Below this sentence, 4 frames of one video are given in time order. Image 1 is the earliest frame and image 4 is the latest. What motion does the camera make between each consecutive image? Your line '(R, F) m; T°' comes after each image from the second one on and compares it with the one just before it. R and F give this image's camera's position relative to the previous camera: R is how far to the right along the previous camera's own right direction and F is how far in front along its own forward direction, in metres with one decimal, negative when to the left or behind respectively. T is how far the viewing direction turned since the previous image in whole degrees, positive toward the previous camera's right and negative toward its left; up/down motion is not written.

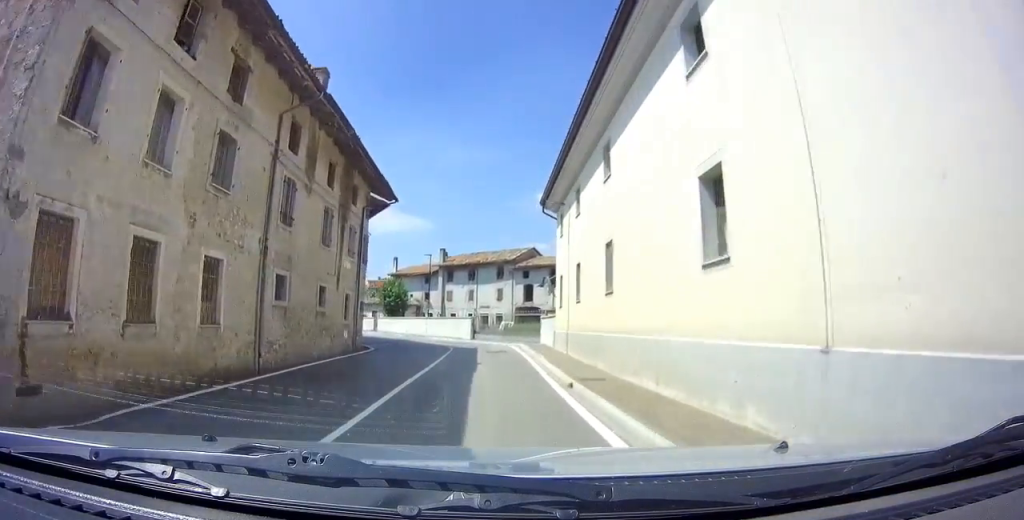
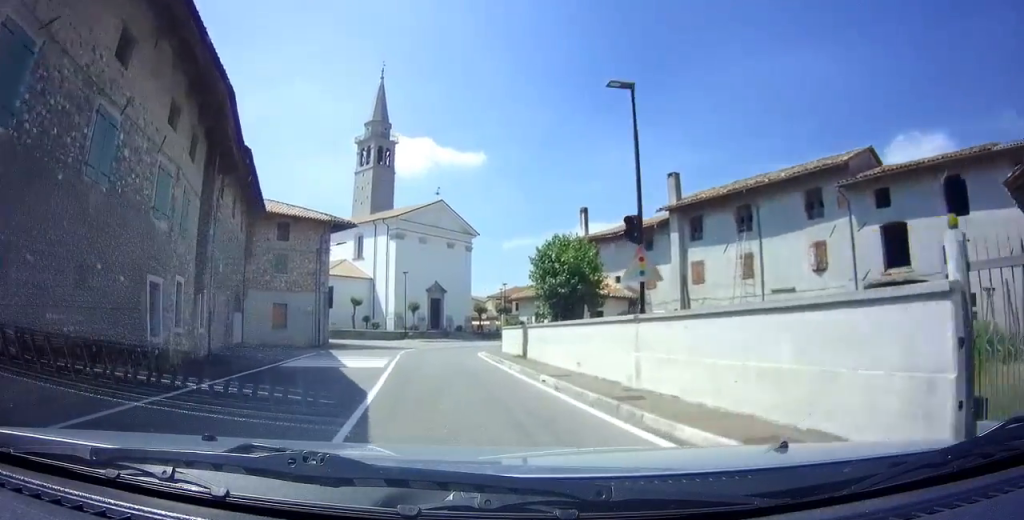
(-3.0, +33.7) m; -22°
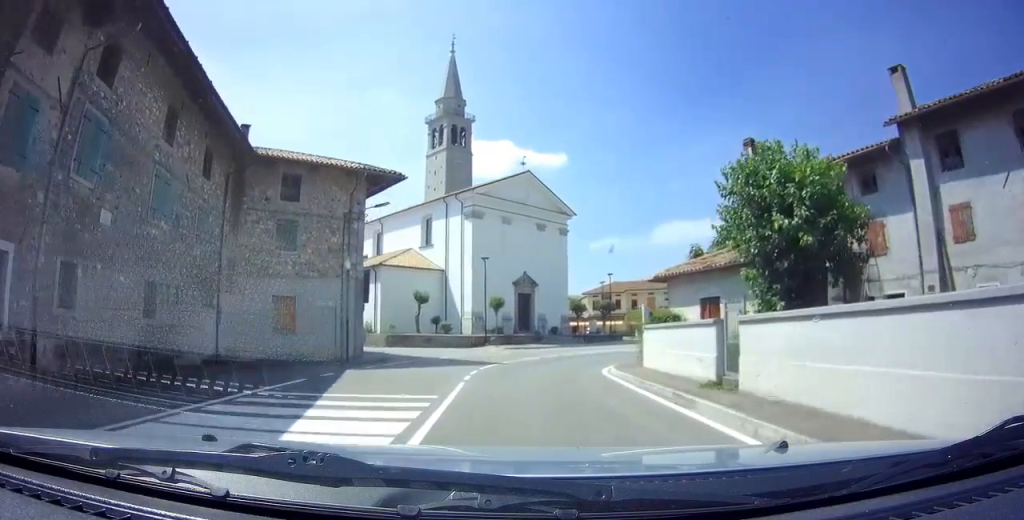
(-1.8, +11.2) m; -11°
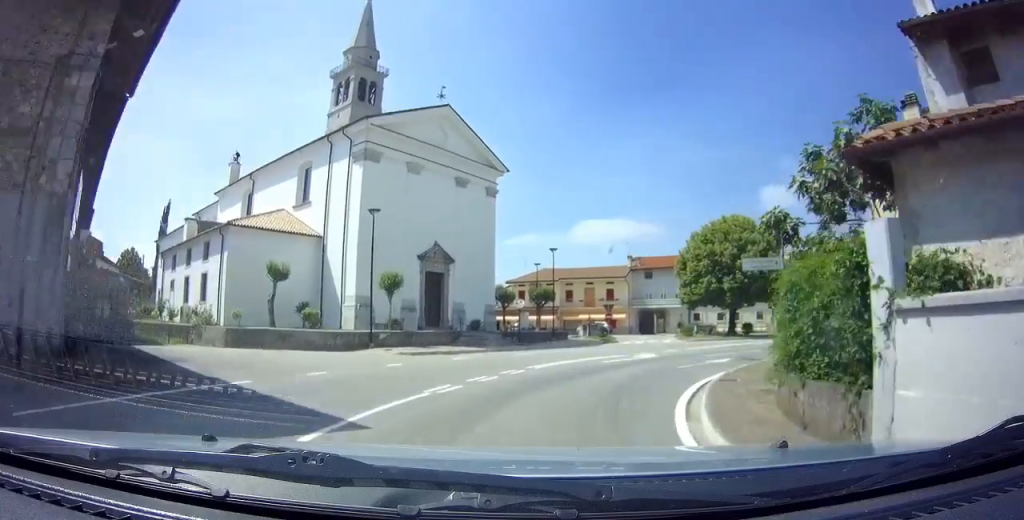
(+0.1, +13.1) m; +6°
